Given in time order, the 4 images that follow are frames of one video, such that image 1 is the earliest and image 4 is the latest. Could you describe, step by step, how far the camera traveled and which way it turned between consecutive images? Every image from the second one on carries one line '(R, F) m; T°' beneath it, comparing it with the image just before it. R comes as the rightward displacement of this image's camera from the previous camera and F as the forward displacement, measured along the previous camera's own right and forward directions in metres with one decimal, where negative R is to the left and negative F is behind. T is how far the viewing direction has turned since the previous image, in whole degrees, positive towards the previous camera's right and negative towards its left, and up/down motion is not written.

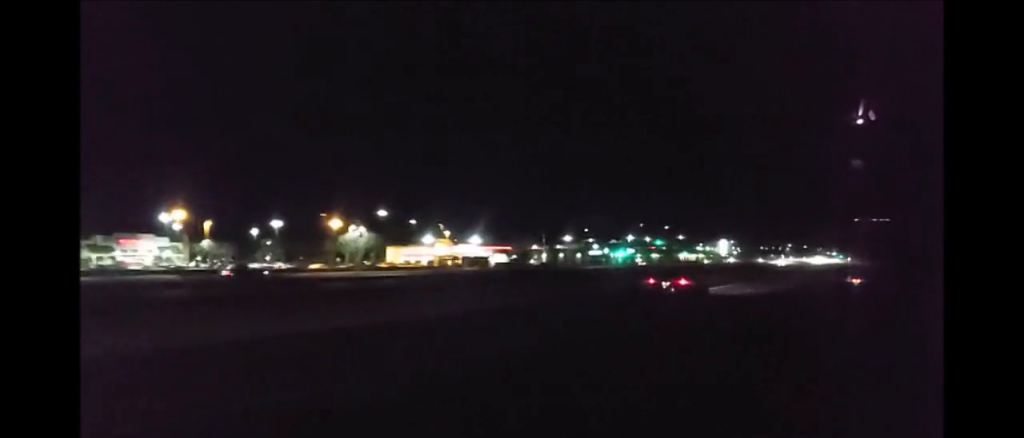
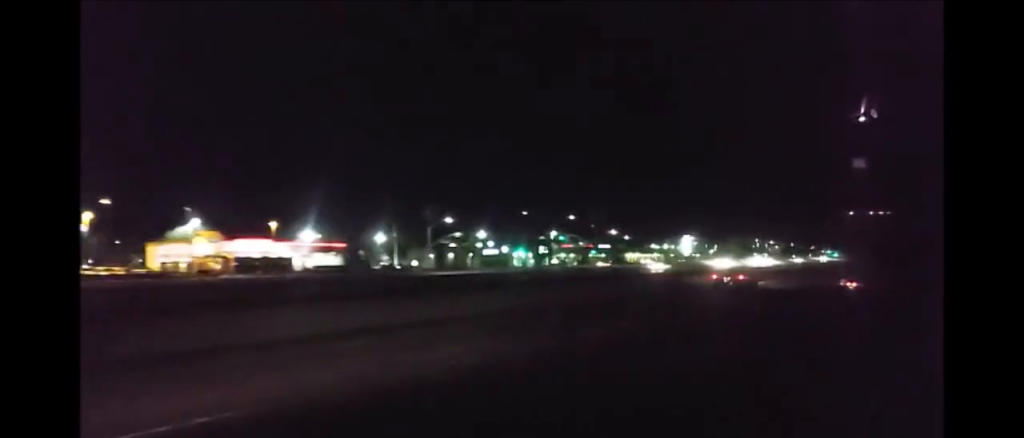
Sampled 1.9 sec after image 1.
(-0.3, +57.8) m; 0°
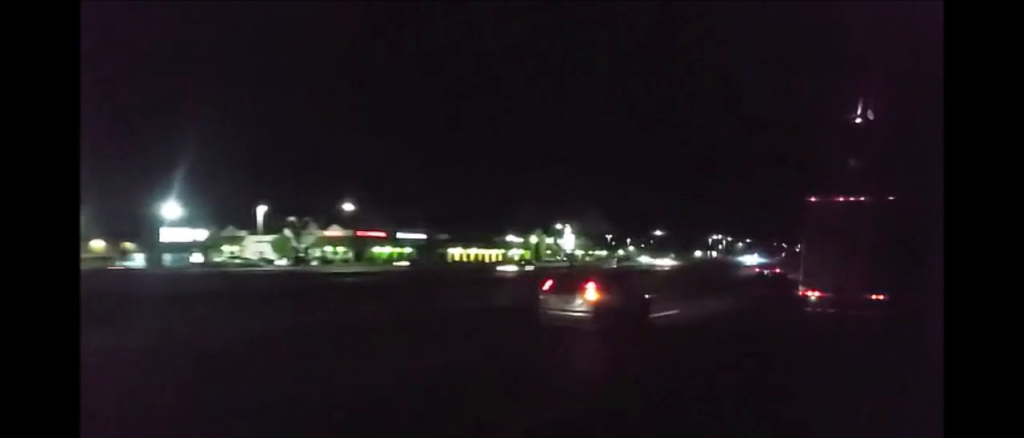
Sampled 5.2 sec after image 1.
(-0.1, +98.4) m; +1°
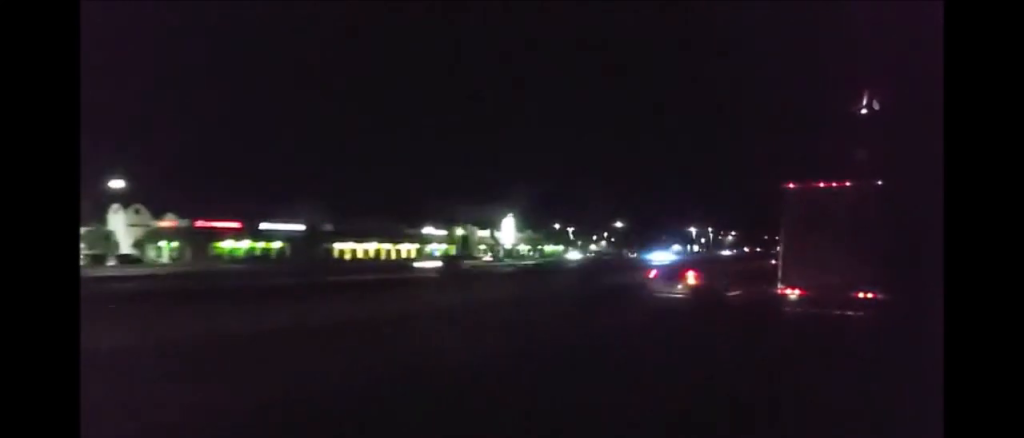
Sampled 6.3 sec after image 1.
(+0.3, +32.7) m; 0°
